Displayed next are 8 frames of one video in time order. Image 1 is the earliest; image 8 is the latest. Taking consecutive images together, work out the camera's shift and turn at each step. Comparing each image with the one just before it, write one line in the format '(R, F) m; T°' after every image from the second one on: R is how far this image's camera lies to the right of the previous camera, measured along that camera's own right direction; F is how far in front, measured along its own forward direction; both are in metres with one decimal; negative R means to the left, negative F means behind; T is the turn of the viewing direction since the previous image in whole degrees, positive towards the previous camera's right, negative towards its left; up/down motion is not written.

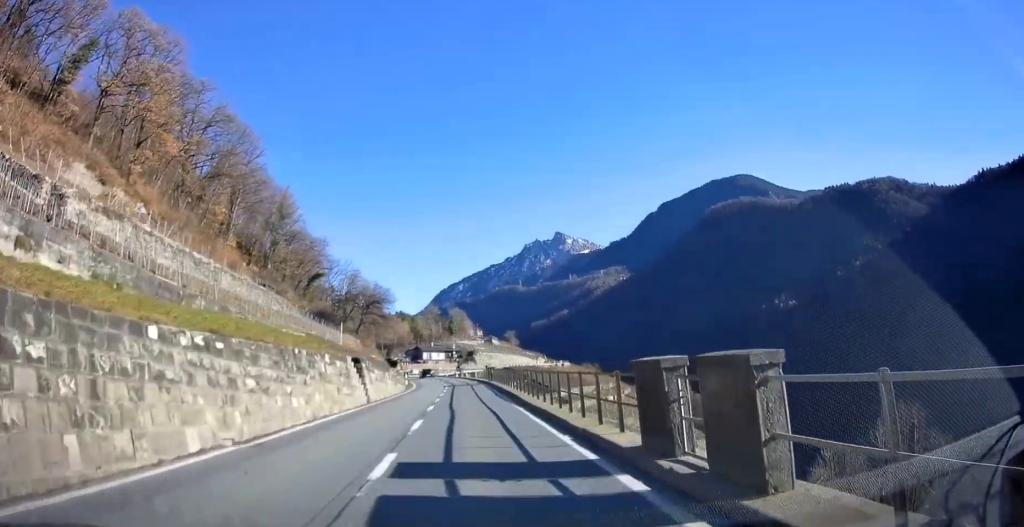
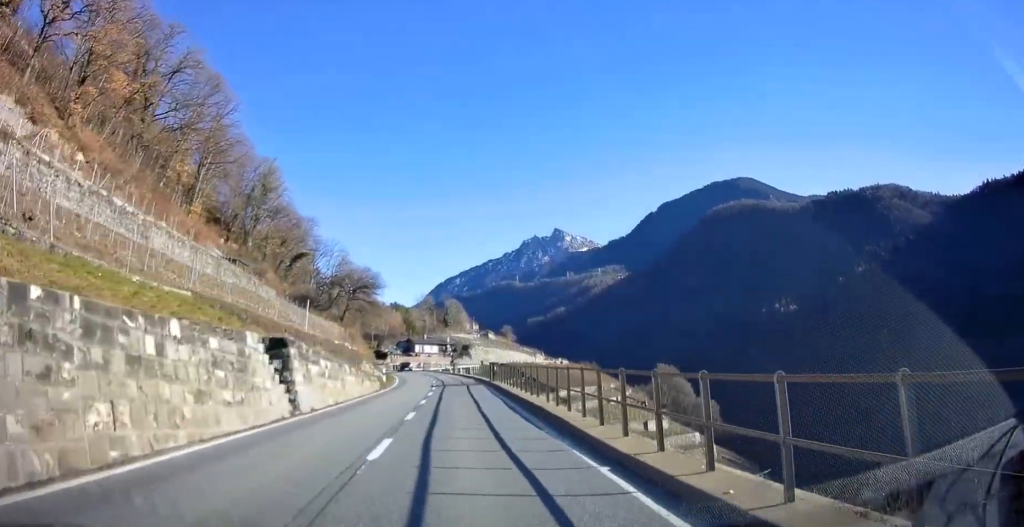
(-0.2, +10.7) m; 0°
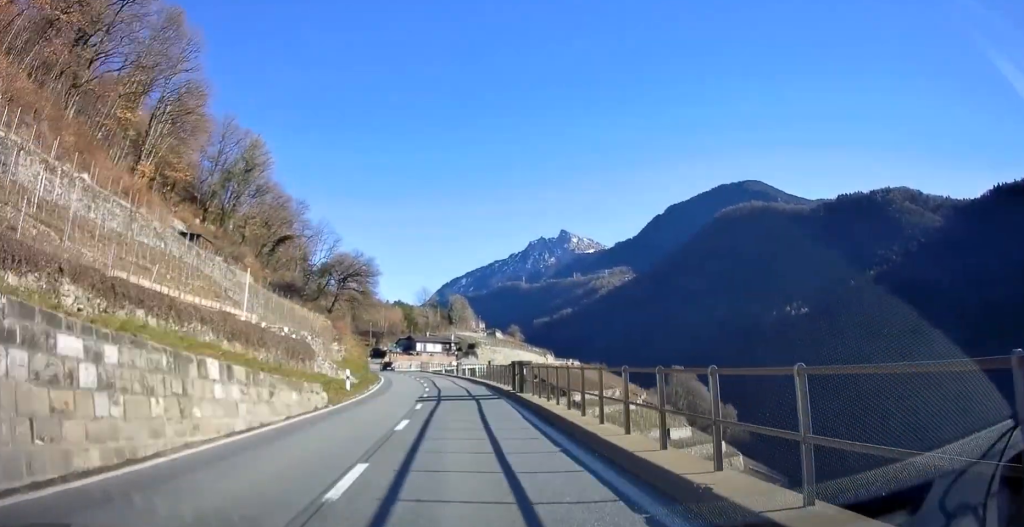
(+0.1, +14.5) m; +1°
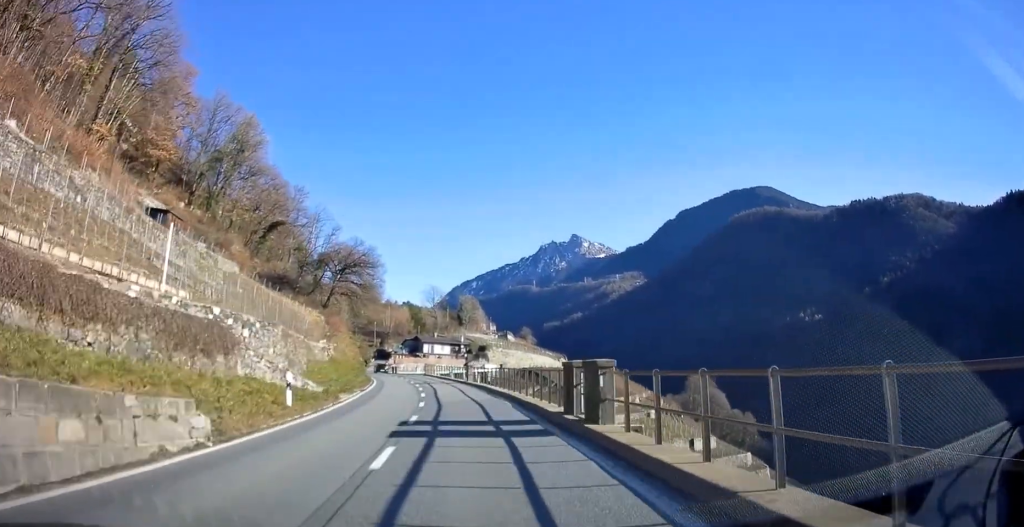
(+0.1, +10.5) m; 0°
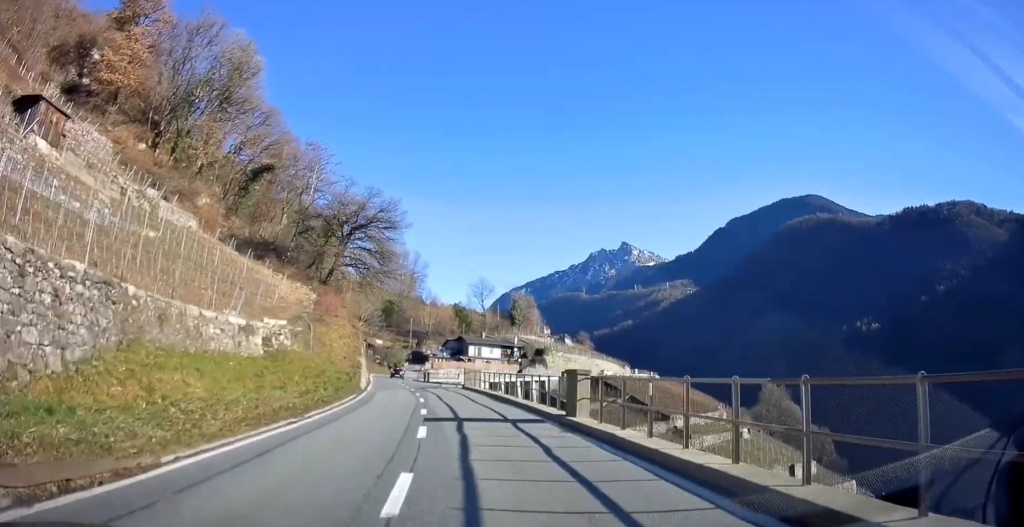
(-0.8, +25.5) m; -5°
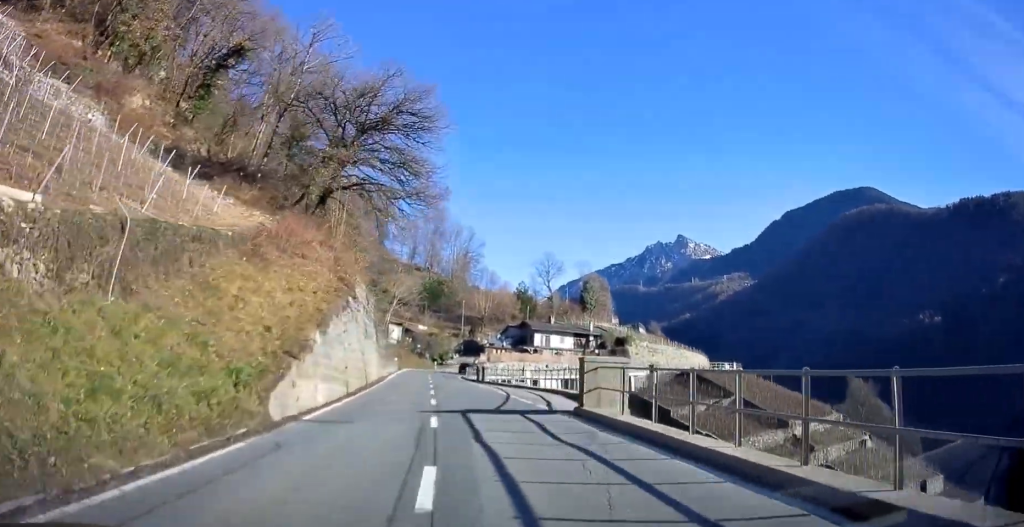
(-0.9, +23.7) m; -3°
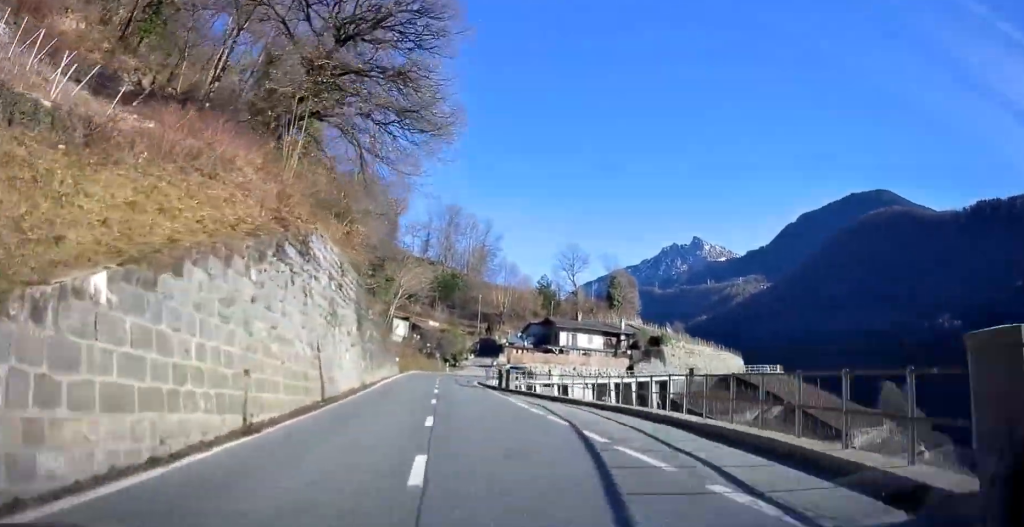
(-0.1, +11.6) m; -2°
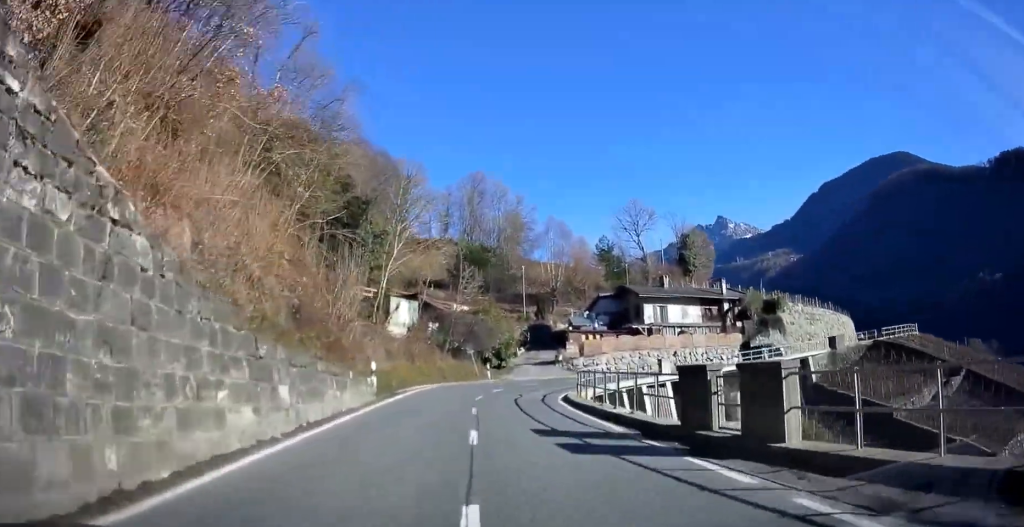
(-1.1, +28.0) m; -2°
